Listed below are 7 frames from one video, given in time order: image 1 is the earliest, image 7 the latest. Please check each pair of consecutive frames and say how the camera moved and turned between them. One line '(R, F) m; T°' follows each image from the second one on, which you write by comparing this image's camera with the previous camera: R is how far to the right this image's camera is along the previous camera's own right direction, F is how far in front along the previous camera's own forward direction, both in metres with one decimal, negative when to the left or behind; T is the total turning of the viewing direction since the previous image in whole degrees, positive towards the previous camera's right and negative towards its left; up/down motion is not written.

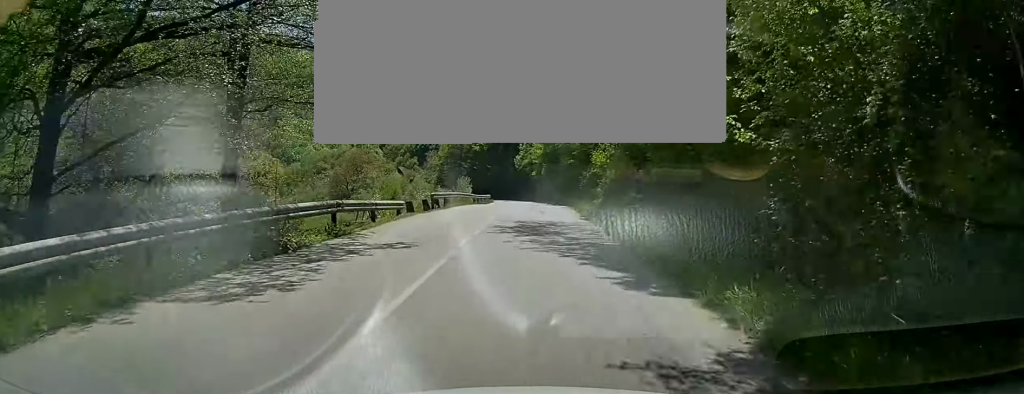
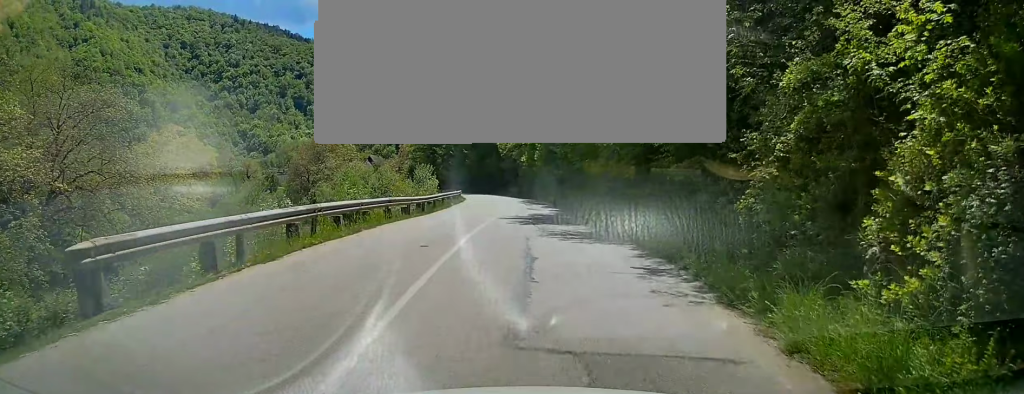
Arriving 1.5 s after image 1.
(0.0, +24.3) m; 0°
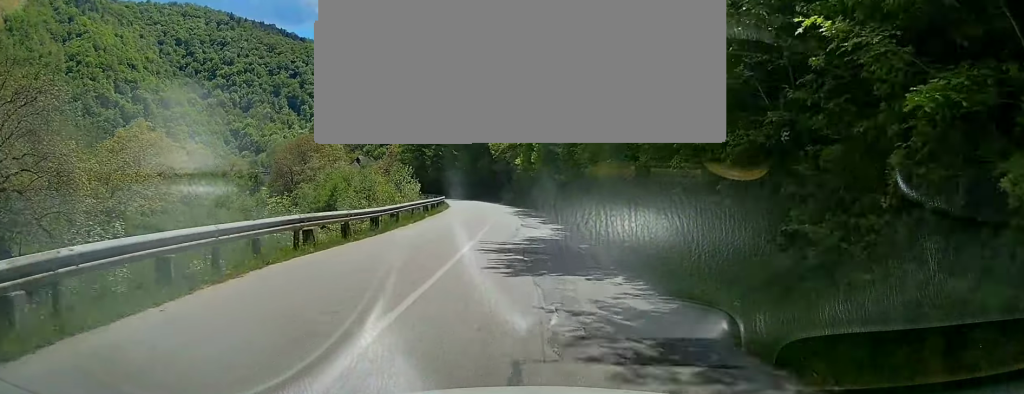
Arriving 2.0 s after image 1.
(0.0, +8.3) m; 0°
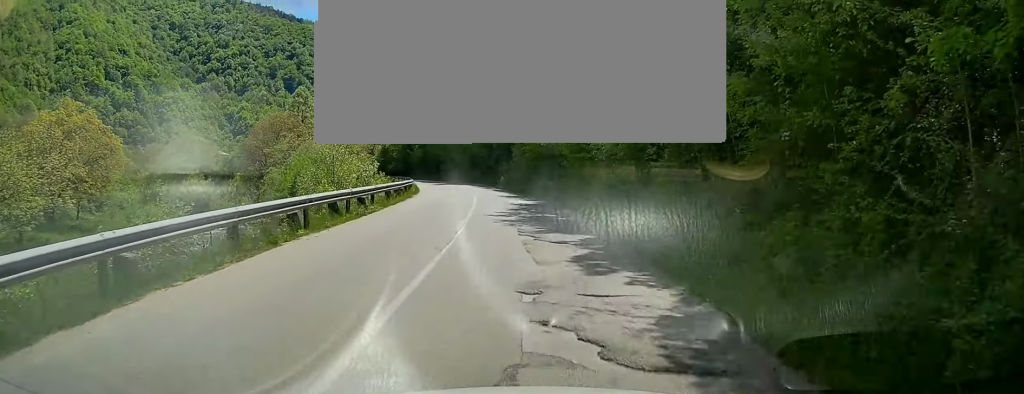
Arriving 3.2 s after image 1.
(+0.1, +17.9) m; 0°
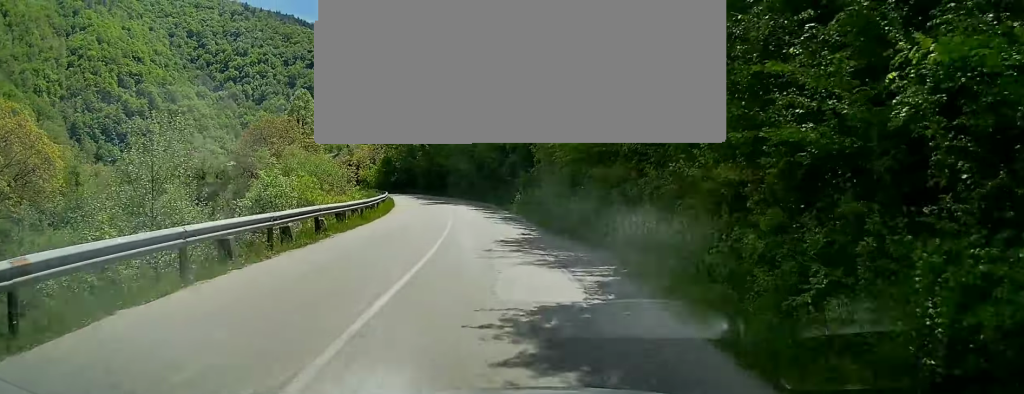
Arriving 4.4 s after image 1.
(0.0, +16.9) m; -1°
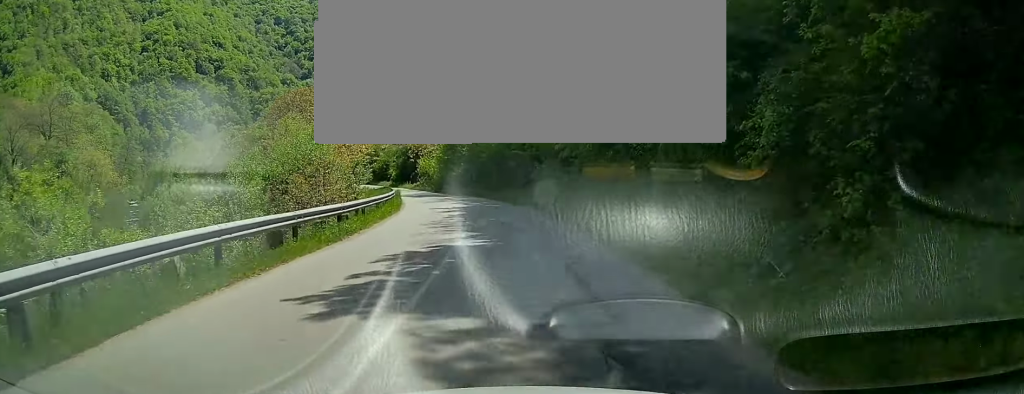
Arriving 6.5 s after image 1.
(-2.0, +31.2) m; -8°
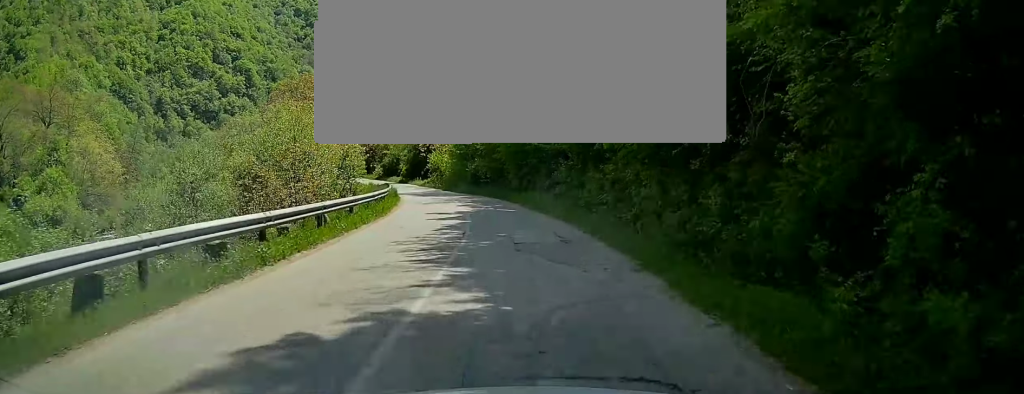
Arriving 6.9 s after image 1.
(+0.1, +6.3) m; -1°
